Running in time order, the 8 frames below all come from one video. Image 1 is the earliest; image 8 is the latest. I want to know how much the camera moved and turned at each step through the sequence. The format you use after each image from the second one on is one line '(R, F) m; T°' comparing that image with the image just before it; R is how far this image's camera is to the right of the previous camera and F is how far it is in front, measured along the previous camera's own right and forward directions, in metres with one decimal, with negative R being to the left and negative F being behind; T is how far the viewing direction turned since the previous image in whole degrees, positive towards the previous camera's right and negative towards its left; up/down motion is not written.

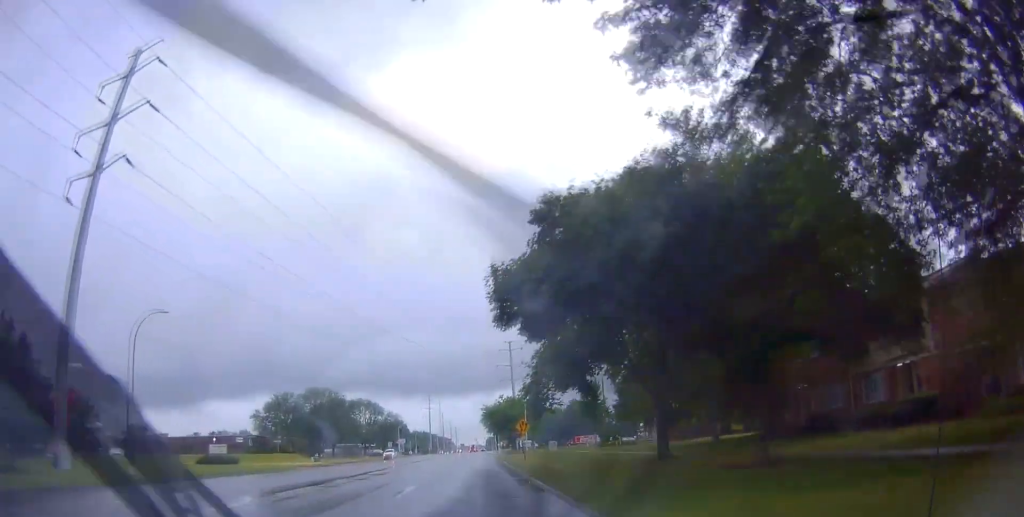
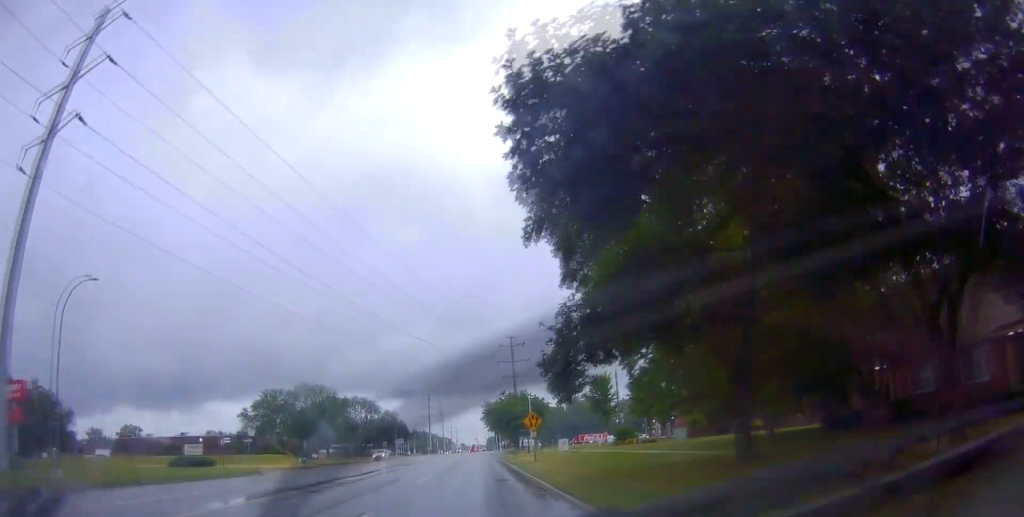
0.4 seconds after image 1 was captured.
(0.0, +8.1) m; +1°
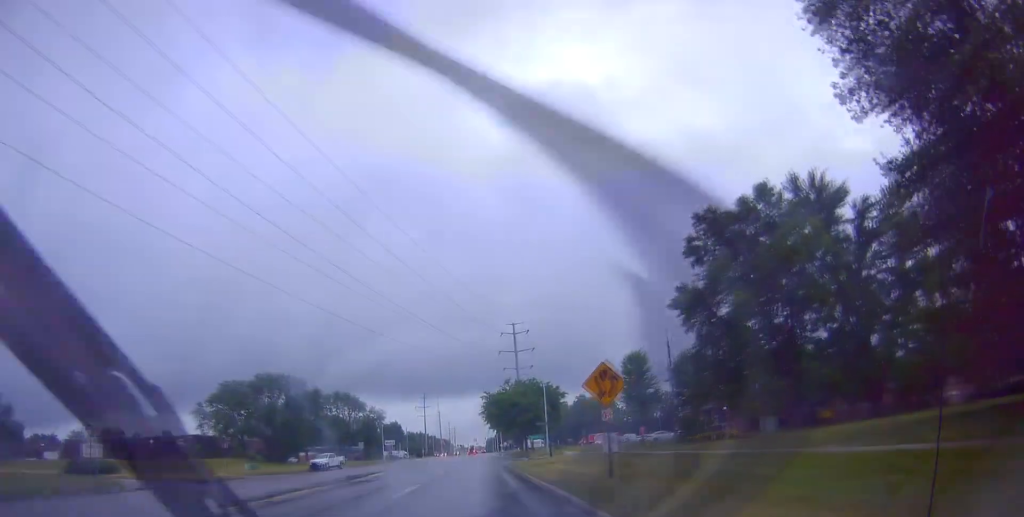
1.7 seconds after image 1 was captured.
(+0.6, +23.3) m; 0°
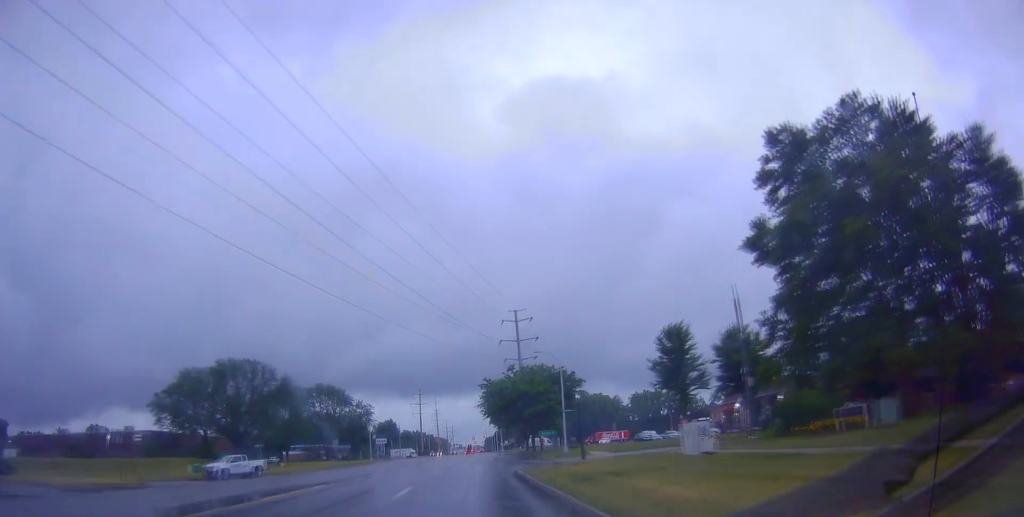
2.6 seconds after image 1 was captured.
(-0.4, +16.0) m; -2°
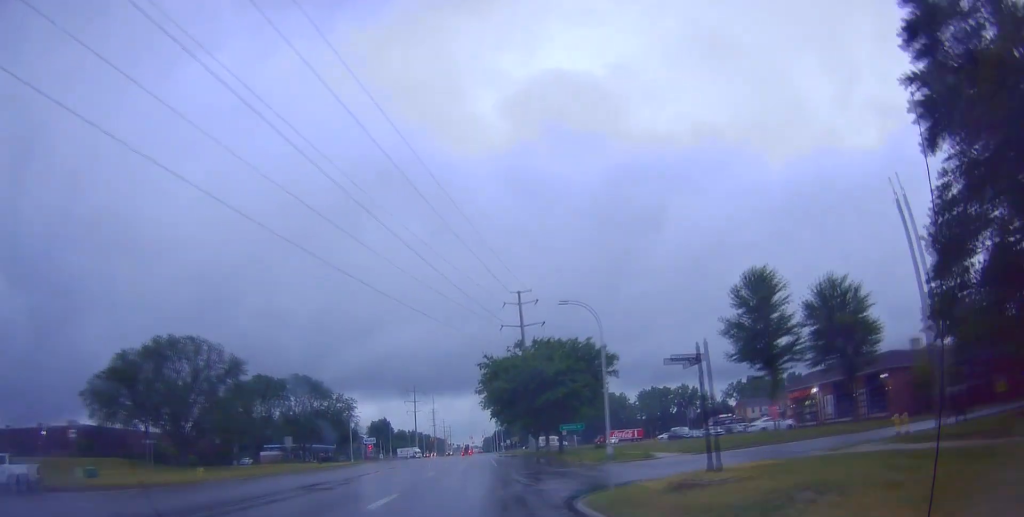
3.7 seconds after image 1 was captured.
(-0.4, +18.9) m; -2°
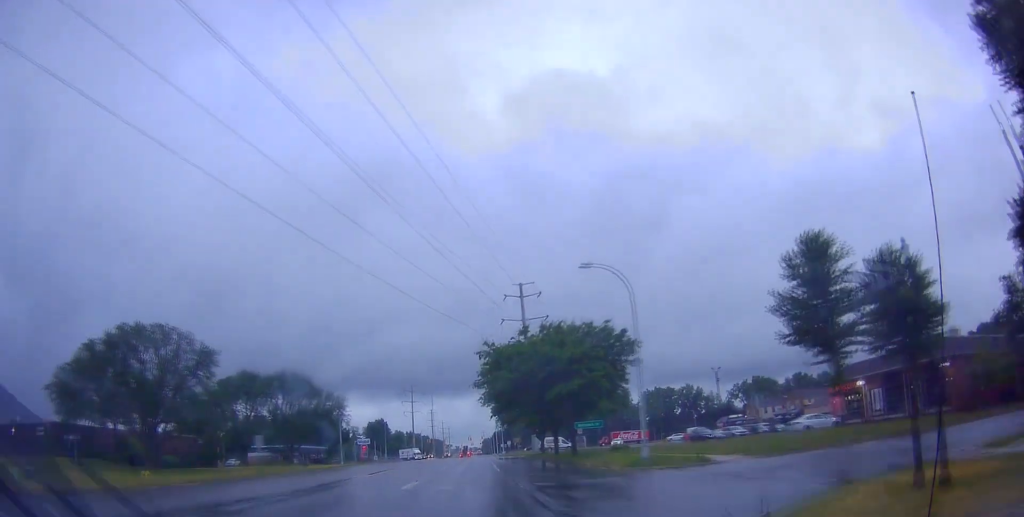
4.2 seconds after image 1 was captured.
(-0.2, +7.9) m; 0°
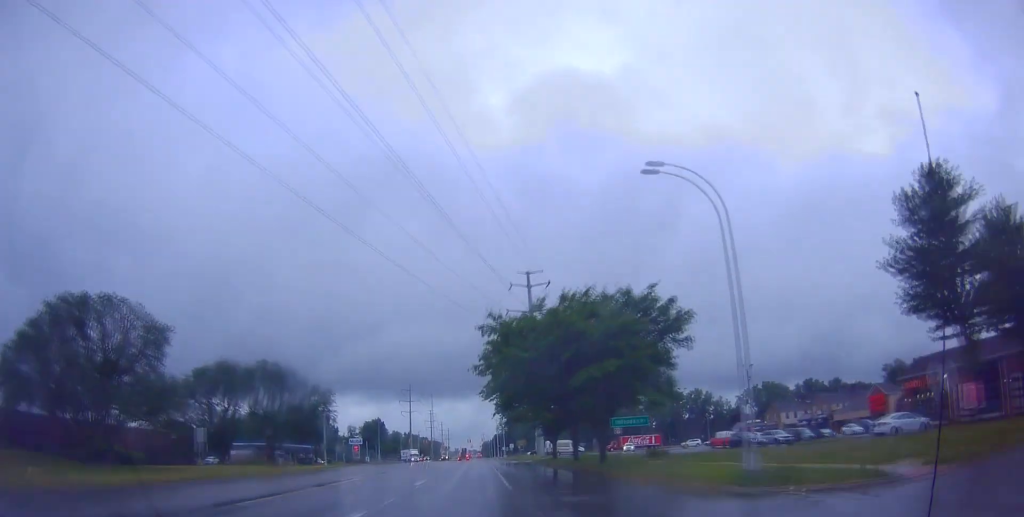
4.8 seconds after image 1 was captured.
(+0.1, +11.2) m; +1°
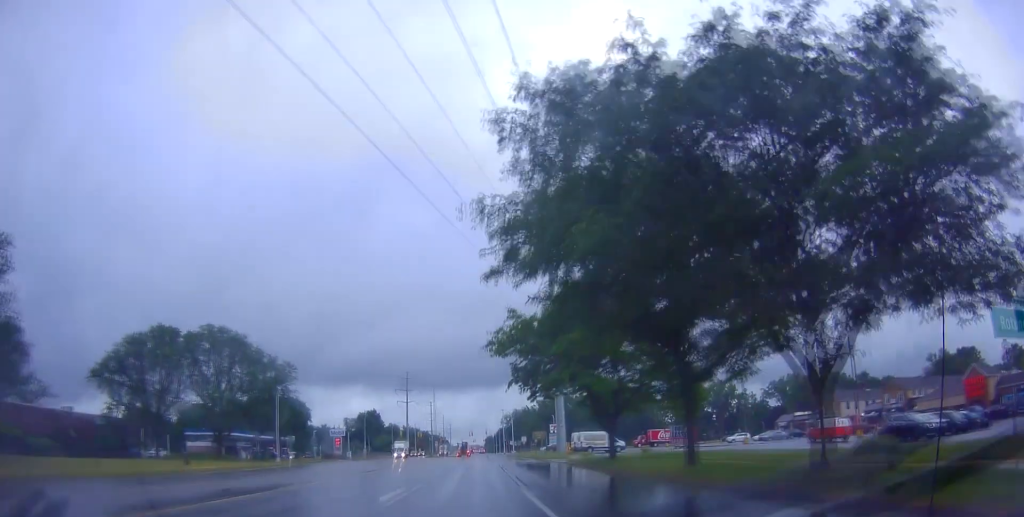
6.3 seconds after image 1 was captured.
(+0.2, +24.4) m; +1°
